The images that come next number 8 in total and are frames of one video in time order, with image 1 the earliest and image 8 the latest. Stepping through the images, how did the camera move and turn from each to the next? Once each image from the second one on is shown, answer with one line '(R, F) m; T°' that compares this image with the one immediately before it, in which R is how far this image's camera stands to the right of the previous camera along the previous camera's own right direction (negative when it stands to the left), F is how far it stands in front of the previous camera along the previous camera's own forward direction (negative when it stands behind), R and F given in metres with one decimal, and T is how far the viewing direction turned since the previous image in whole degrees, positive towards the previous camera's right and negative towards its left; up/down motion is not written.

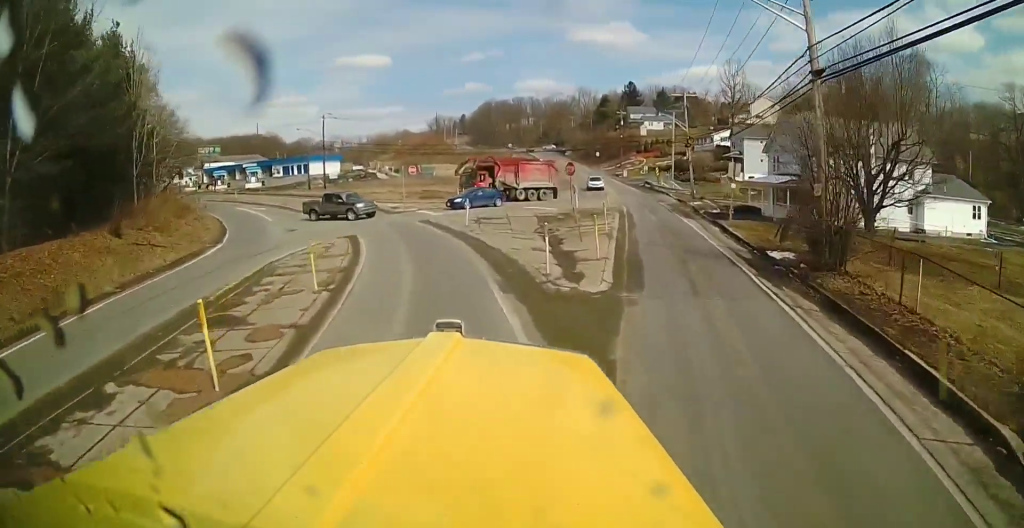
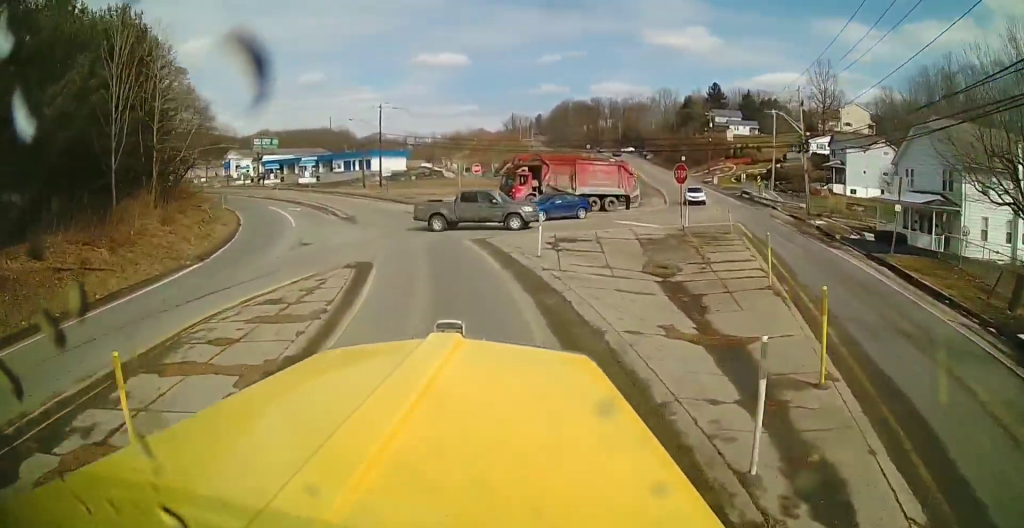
(-0.6, +9.2) m; -7°
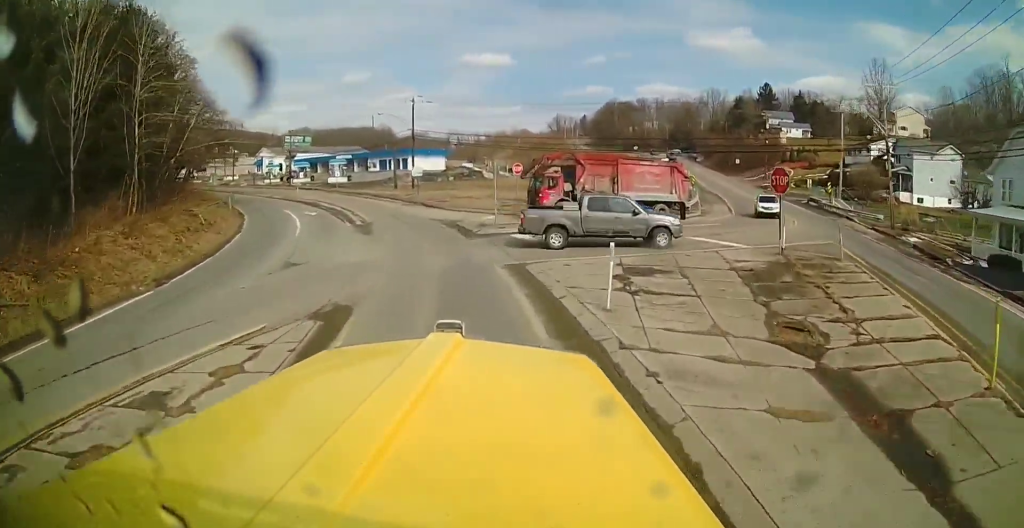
(-0.3, +6.2) m; -5°
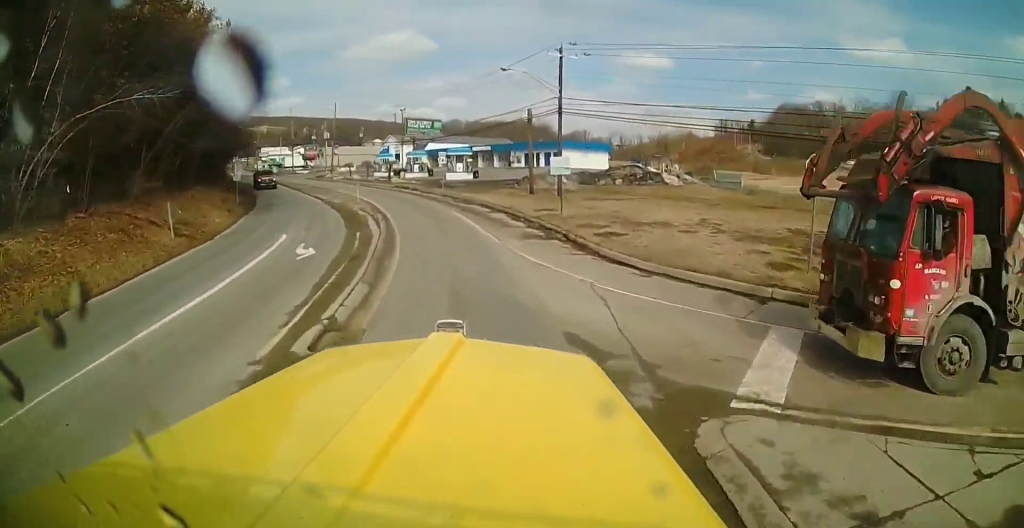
(-2.3, +23.2) m; -12°
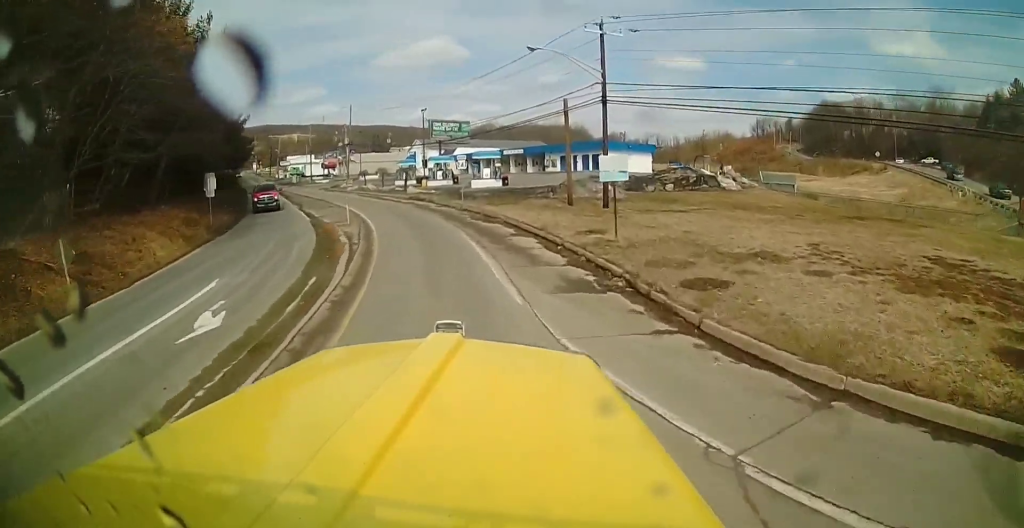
(+0.1, +7.3) m; -5°
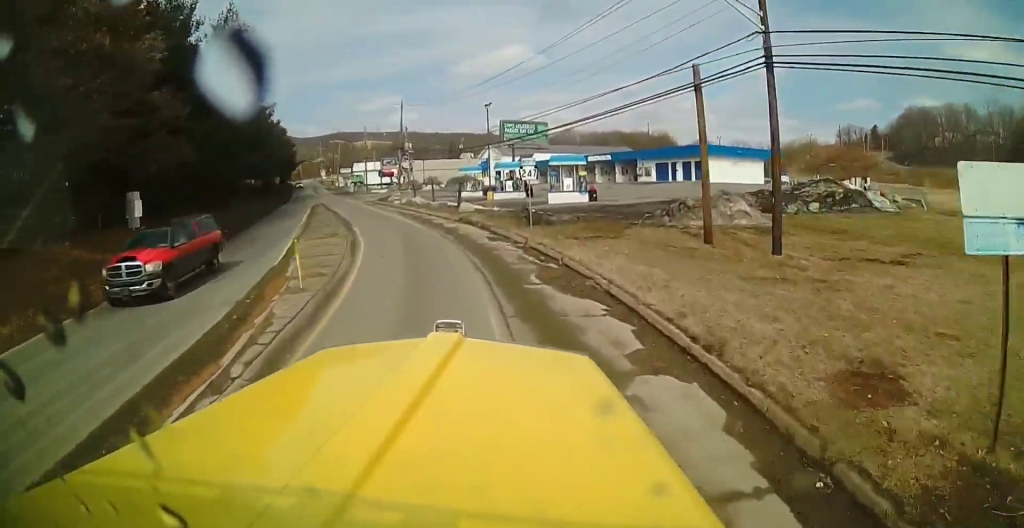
(-1.3, +11.7) m; -8°
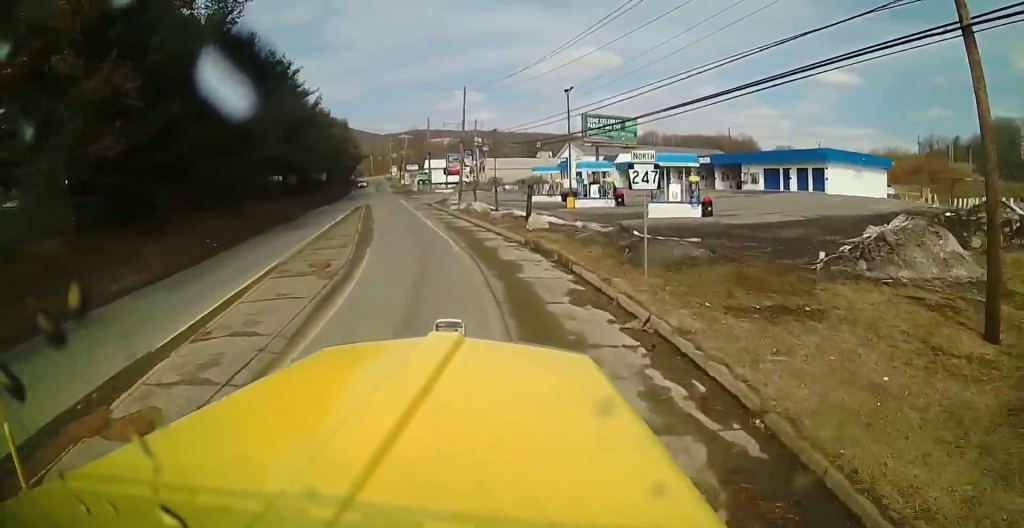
(-0.3, +8.7) m; -2°
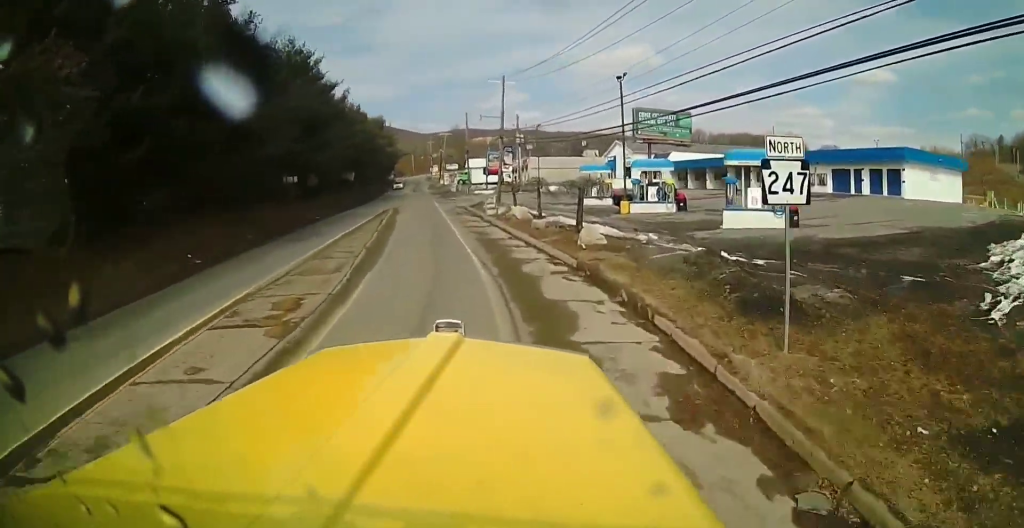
(0.0, +4.6) m; -2°
